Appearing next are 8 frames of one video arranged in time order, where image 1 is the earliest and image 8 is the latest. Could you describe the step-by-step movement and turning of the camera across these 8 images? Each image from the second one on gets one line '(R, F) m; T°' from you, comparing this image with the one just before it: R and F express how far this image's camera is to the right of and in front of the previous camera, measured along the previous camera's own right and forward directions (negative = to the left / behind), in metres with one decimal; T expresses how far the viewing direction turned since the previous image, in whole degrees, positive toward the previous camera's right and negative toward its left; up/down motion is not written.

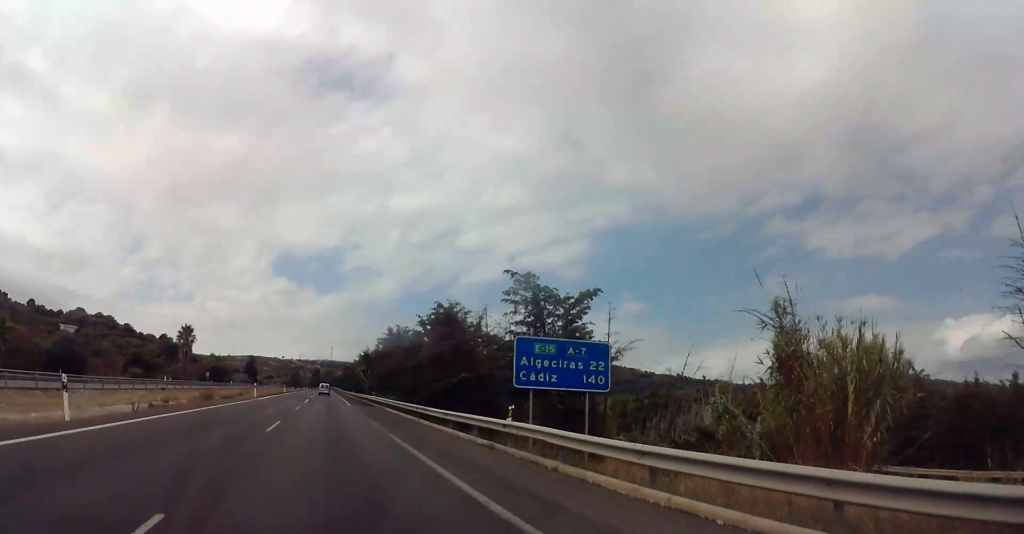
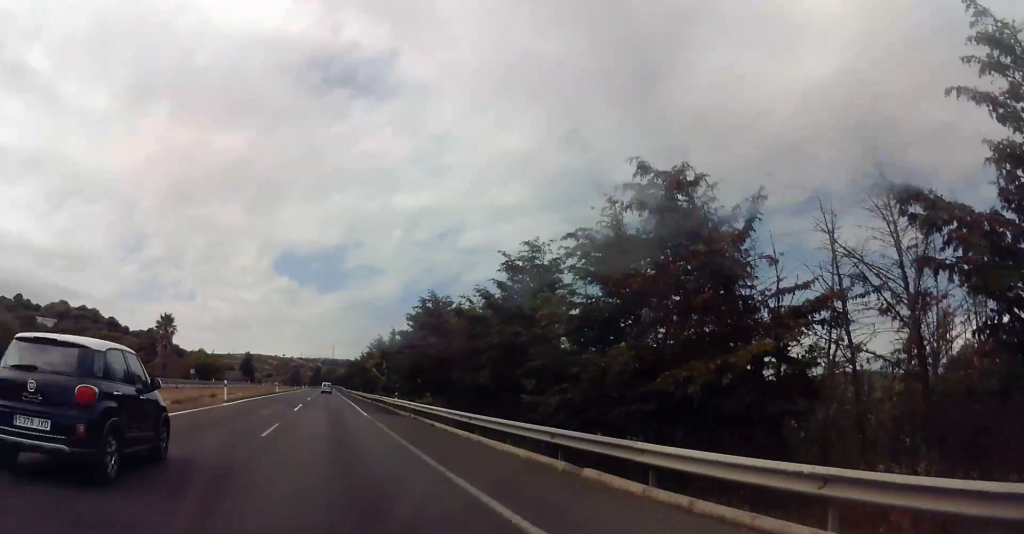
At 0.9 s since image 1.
(+0.3, +20.1) m; 0°
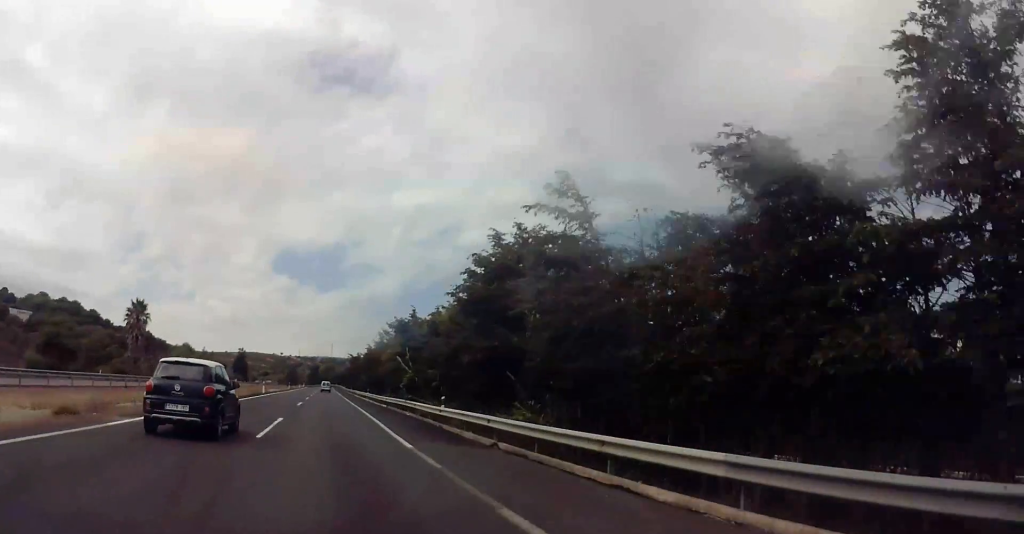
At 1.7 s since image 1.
(-0.1, +18.3) m; -1°
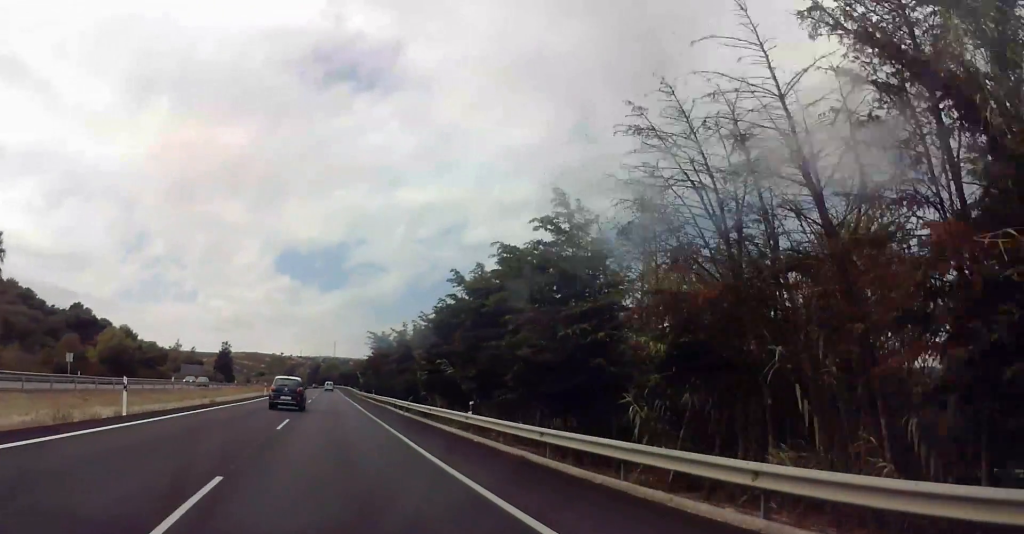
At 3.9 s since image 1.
(-0.6, +51.3) m; 0°
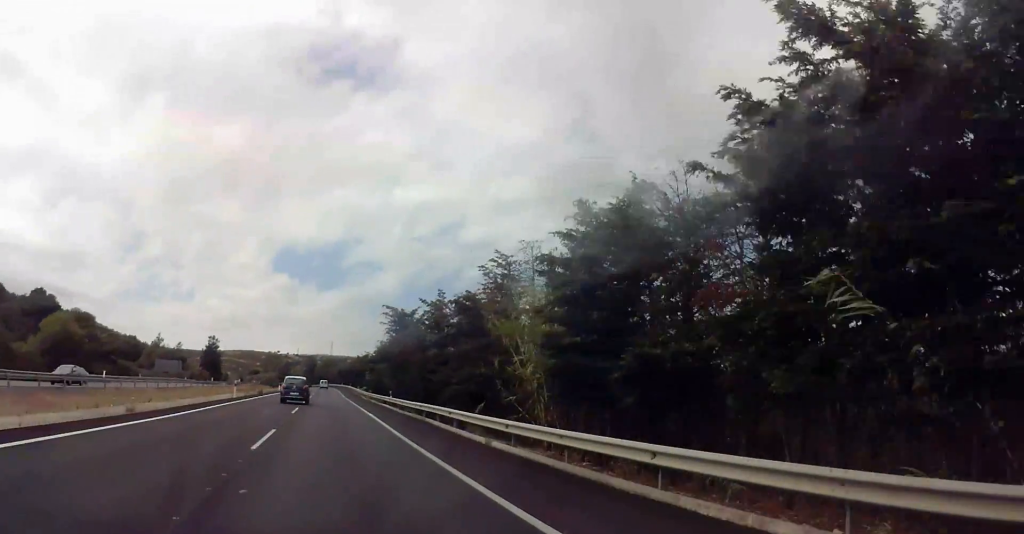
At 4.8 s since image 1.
(+0.3, +21.1) m; 0°
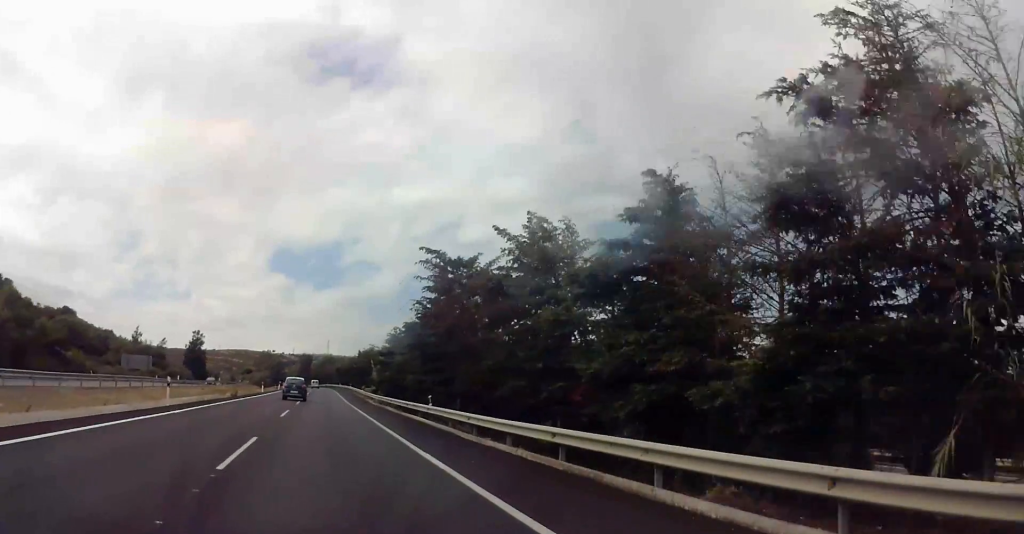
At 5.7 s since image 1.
(-0.1, +20.2) m; -1°
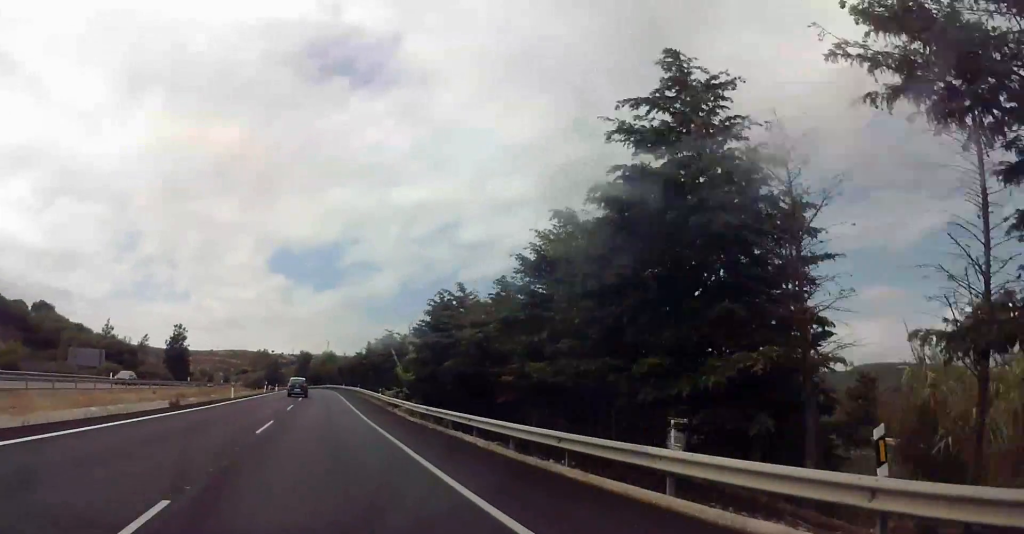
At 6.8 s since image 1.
(-0.2, +24.9) m; -1°
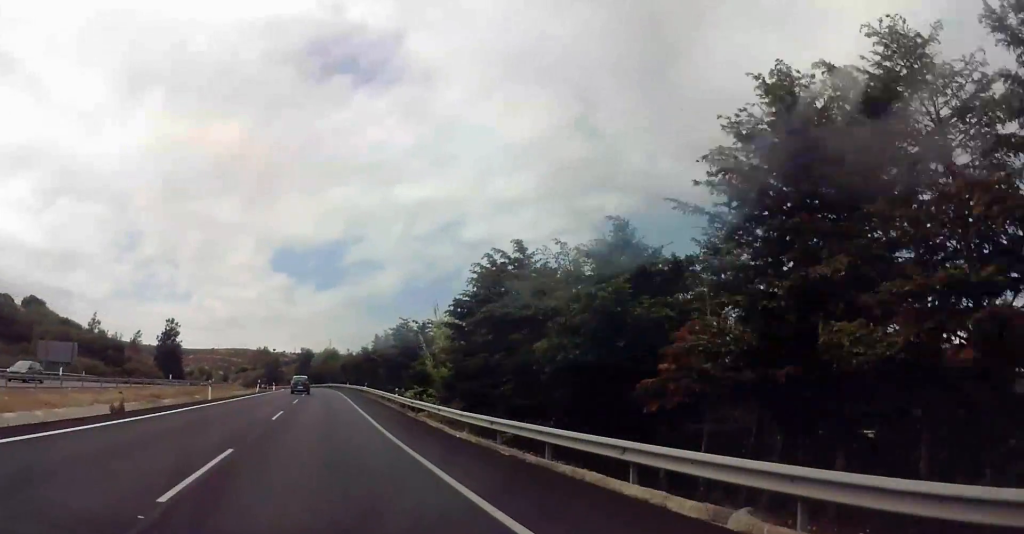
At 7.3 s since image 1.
(0.0, +11.1) m; 0°
